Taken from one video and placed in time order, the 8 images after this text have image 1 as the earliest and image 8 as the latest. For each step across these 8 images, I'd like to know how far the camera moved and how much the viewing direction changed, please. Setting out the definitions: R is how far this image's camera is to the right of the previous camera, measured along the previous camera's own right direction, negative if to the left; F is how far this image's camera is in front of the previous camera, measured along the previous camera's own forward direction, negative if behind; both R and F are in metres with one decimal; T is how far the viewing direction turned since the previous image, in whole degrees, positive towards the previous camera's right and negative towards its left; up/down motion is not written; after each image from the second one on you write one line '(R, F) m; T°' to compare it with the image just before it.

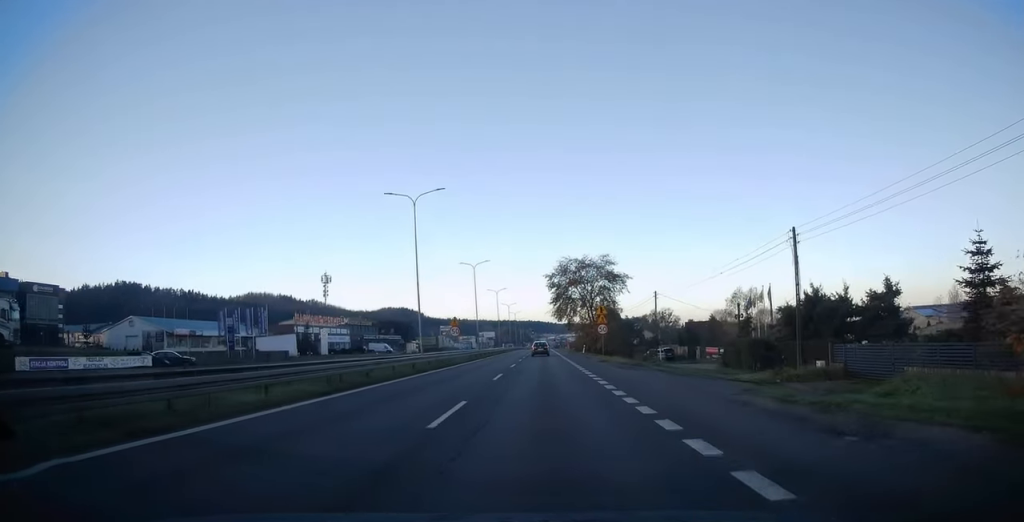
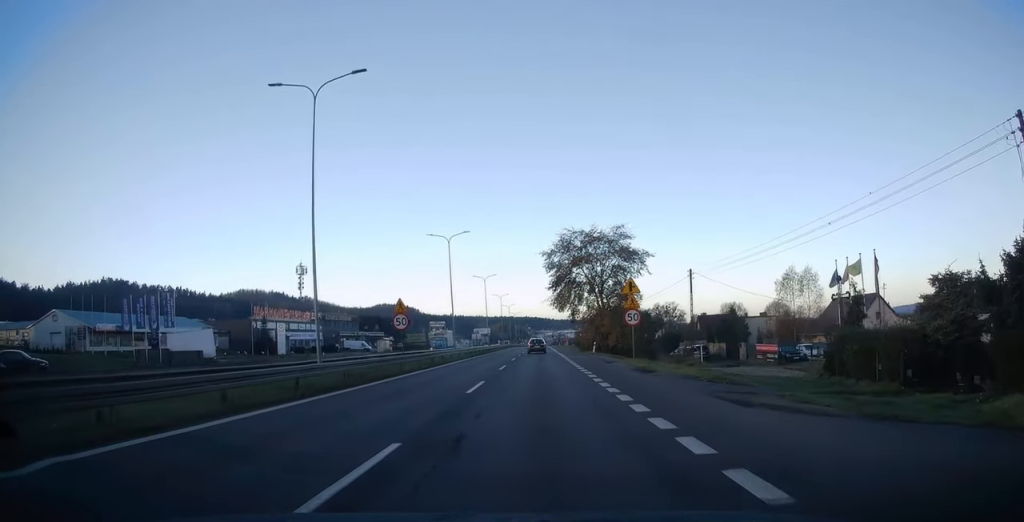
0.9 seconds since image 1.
(+0.3, +18.0) m; +1°
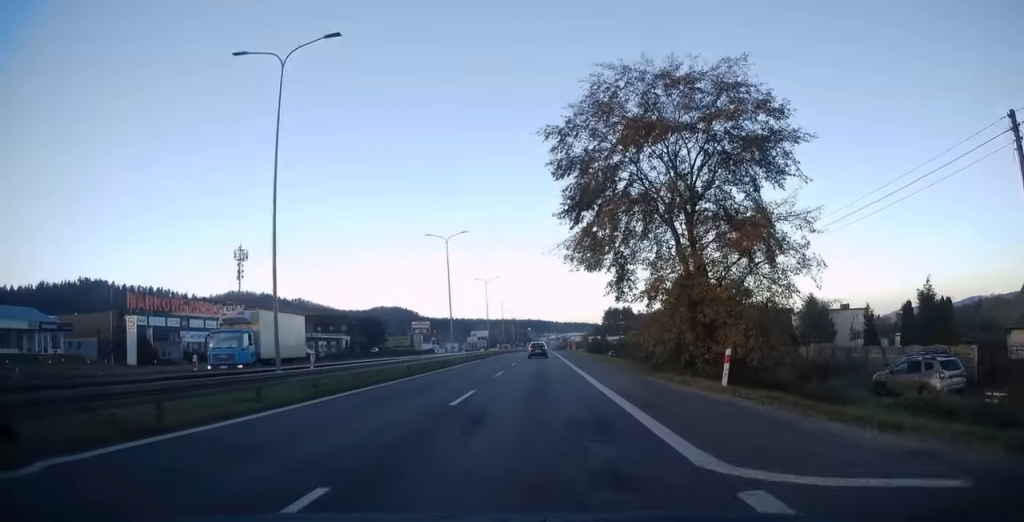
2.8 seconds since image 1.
(+0.4, +38.8) m; 0°
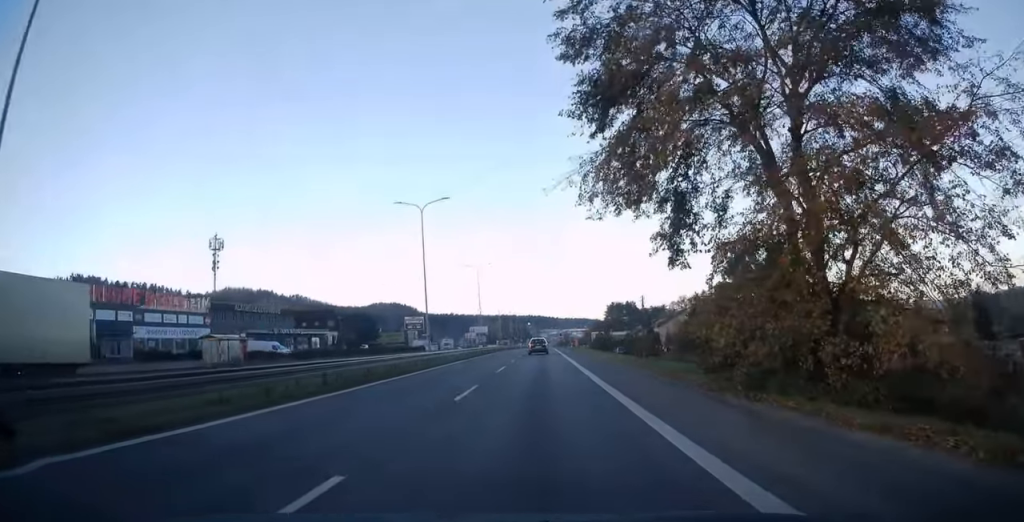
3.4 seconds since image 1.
(-0.2, +11.6) m; 0°
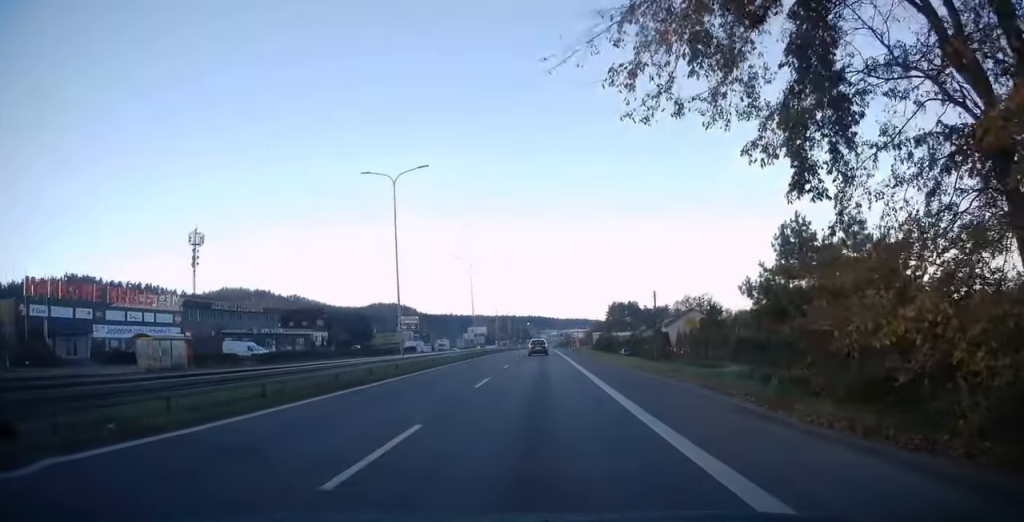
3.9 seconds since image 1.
(-0.2, +8.4) m; 0°
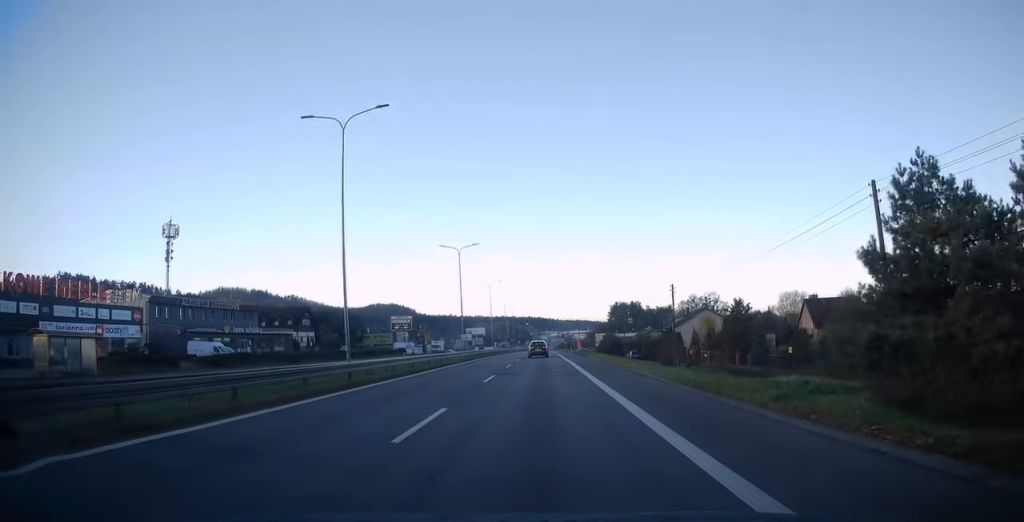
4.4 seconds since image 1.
(+0.1, +9.6) m; 0°
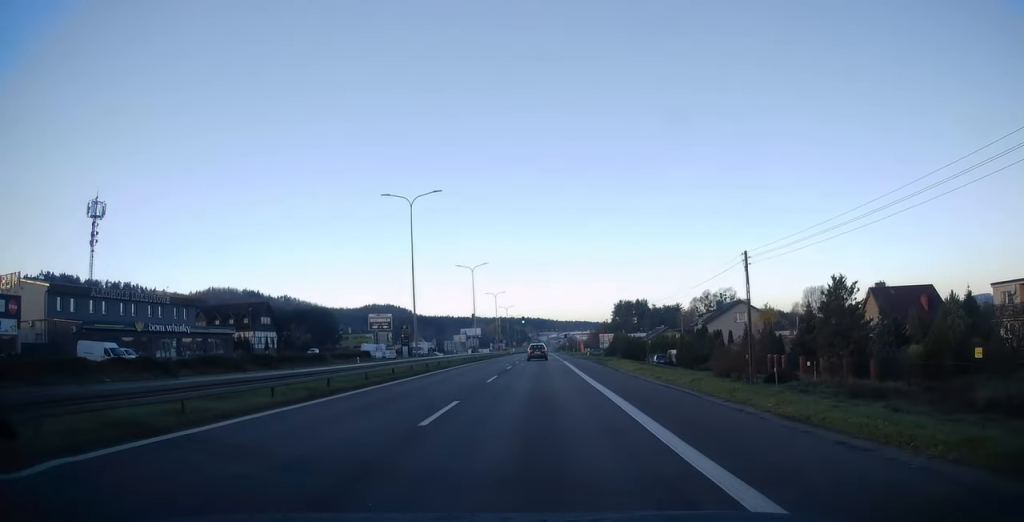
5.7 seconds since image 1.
(+0.1, +22.3) m; +1°
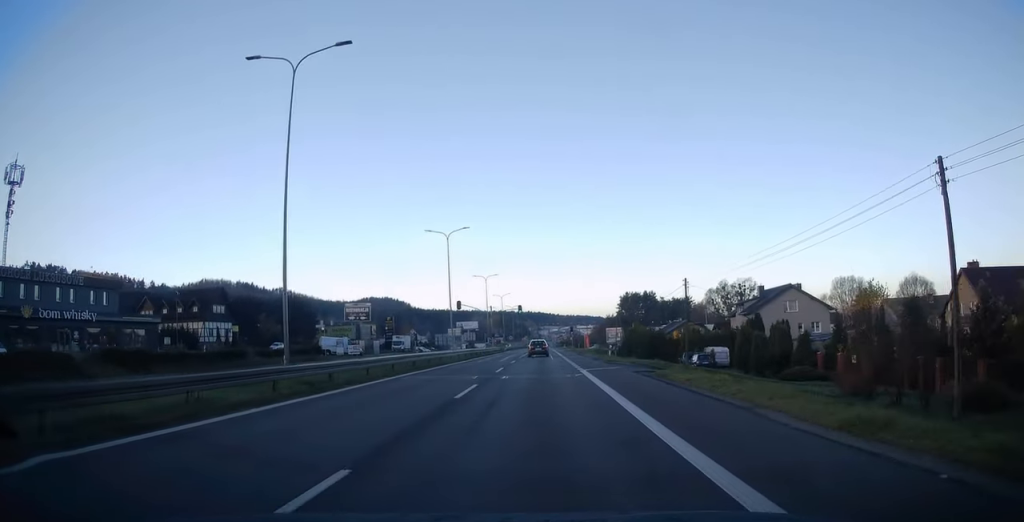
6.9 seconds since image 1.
(+0.4, +20.1) m; 0°
